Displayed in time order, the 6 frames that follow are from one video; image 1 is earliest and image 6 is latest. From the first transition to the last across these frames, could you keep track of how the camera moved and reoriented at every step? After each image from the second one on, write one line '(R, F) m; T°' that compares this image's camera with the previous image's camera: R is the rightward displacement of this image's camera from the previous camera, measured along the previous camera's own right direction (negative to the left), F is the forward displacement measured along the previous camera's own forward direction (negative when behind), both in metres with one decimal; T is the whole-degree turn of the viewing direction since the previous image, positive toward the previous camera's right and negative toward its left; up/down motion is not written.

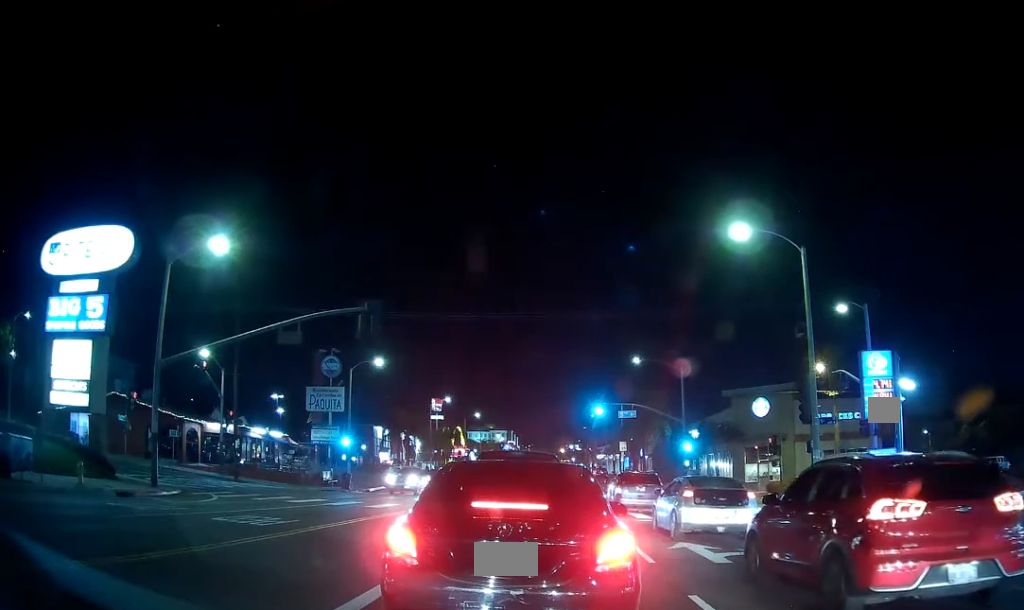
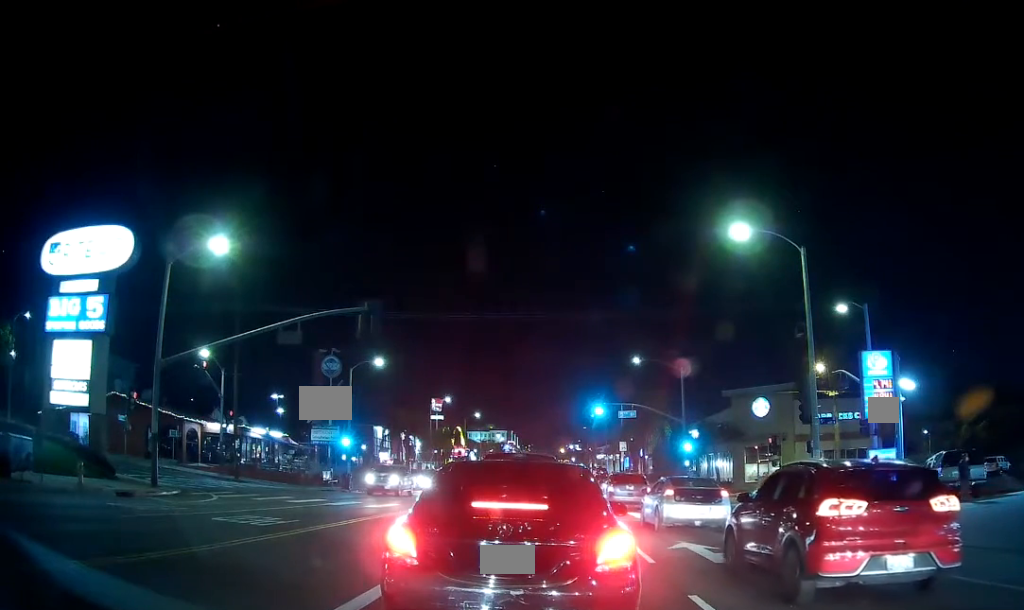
(0.0, 0.0) m; 0°
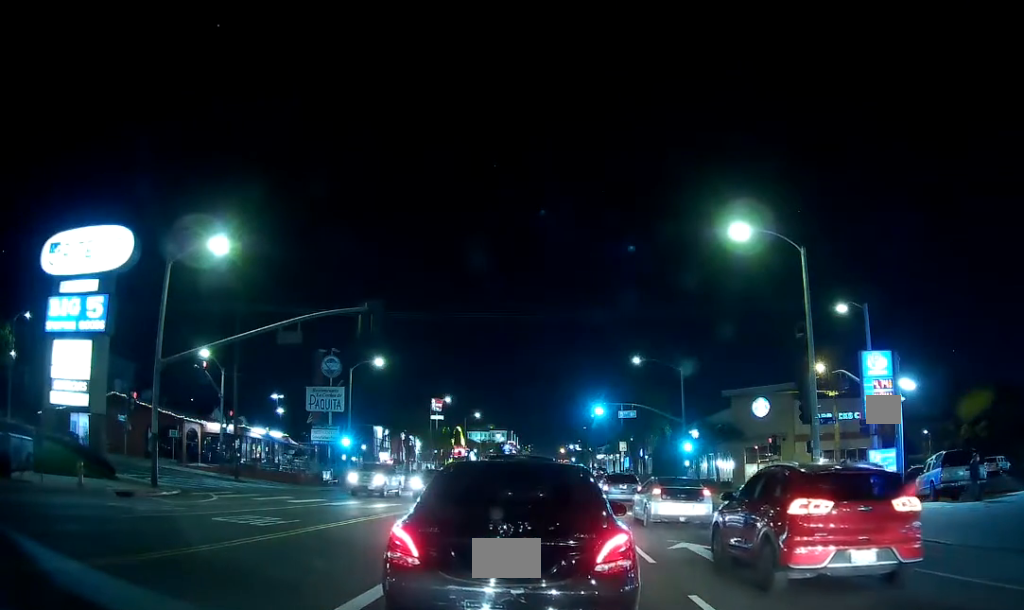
(0.0, 0.0) m; 0°
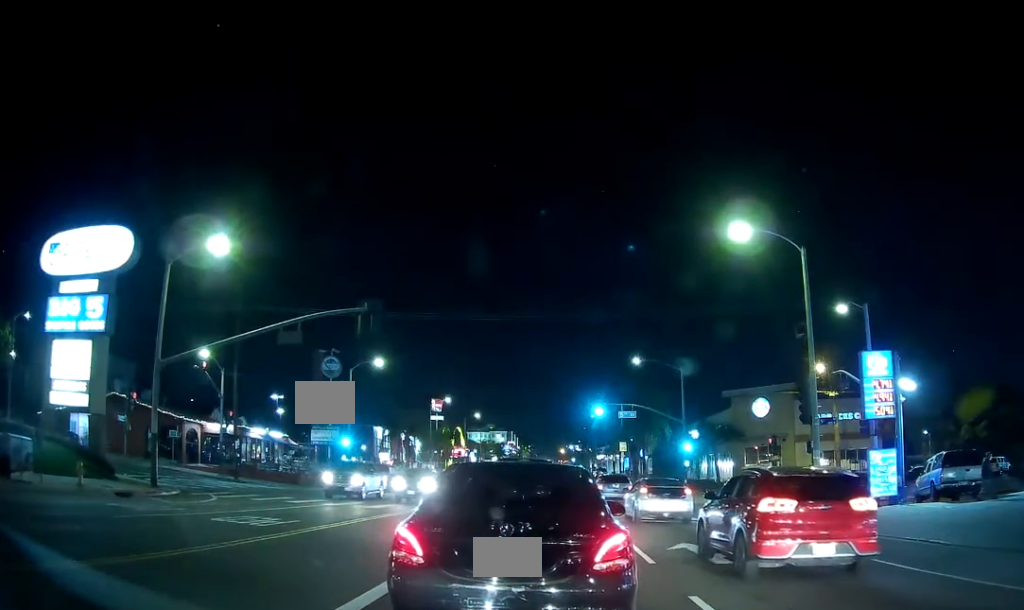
(0.0, 0.0) m; 0°
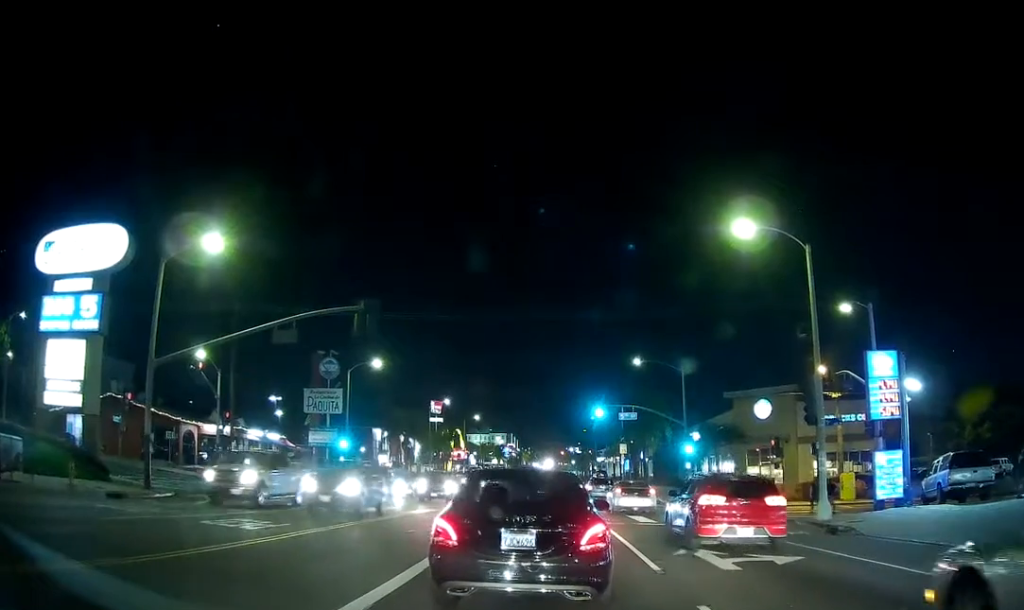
(0.0, 0.0) m; 0°
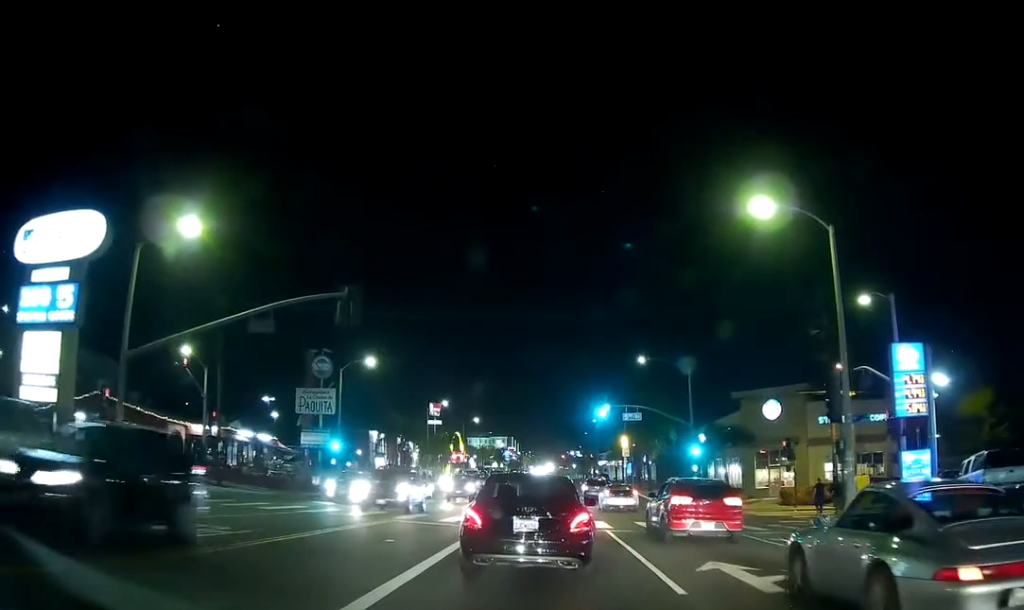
(0.0, +0.7) m; -1°
